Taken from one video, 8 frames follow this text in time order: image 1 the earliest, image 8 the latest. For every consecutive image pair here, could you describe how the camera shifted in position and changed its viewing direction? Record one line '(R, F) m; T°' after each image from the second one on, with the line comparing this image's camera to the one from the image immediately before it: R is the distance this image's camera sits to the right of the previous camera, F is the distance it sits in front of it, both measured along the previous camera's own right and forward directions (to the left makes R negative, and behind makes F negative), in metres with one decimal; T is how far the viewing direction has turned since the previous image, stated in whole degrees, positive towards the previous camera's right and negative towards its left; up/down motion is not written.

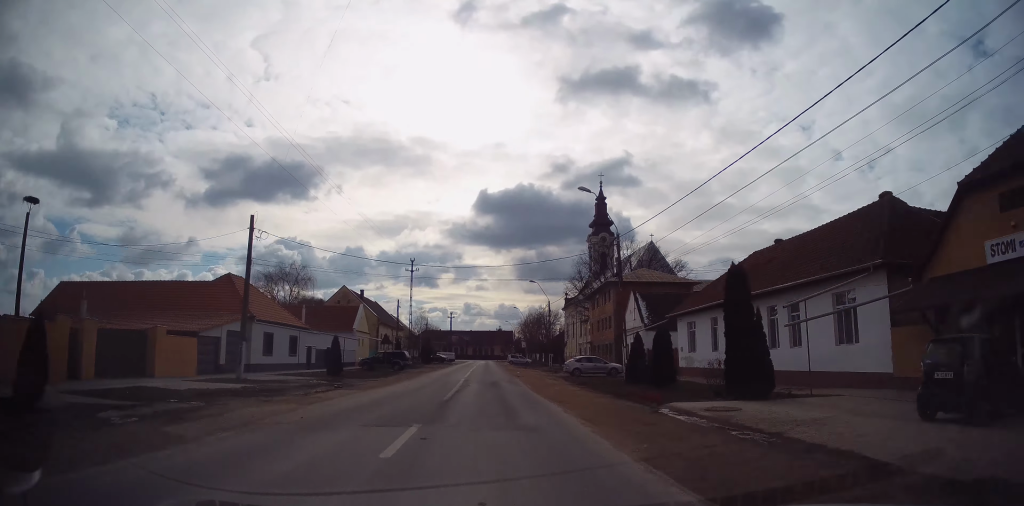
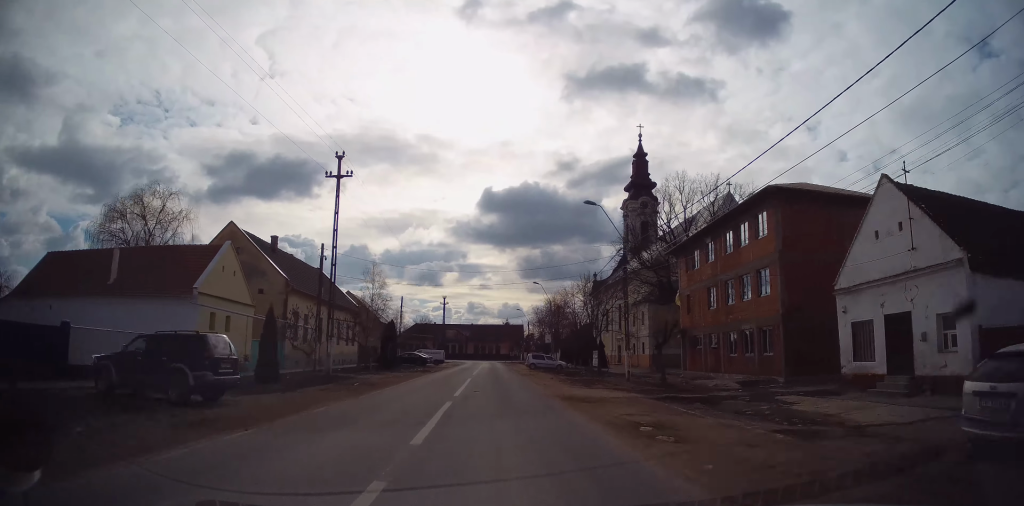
(-0.1, +35.5) m; 0°
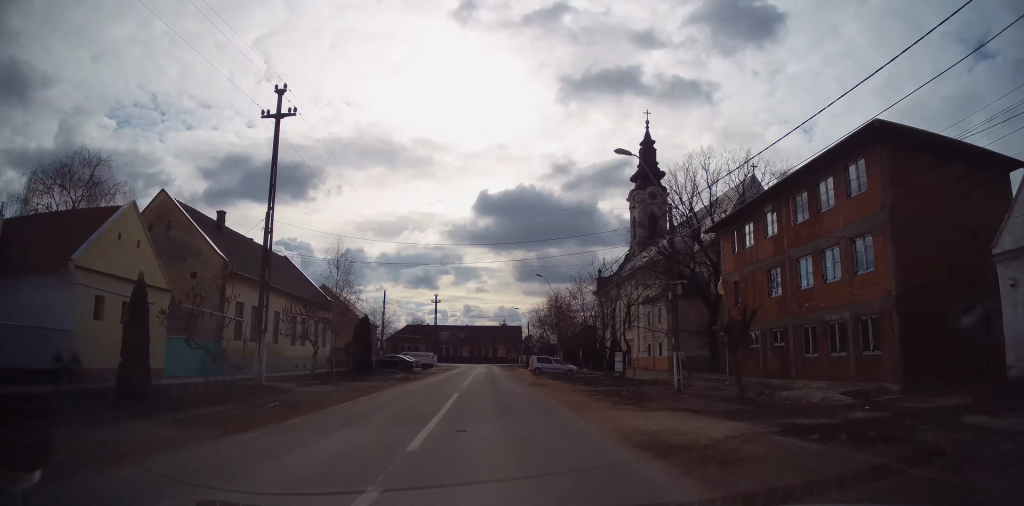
(-0.3, +8.8) m; +1°
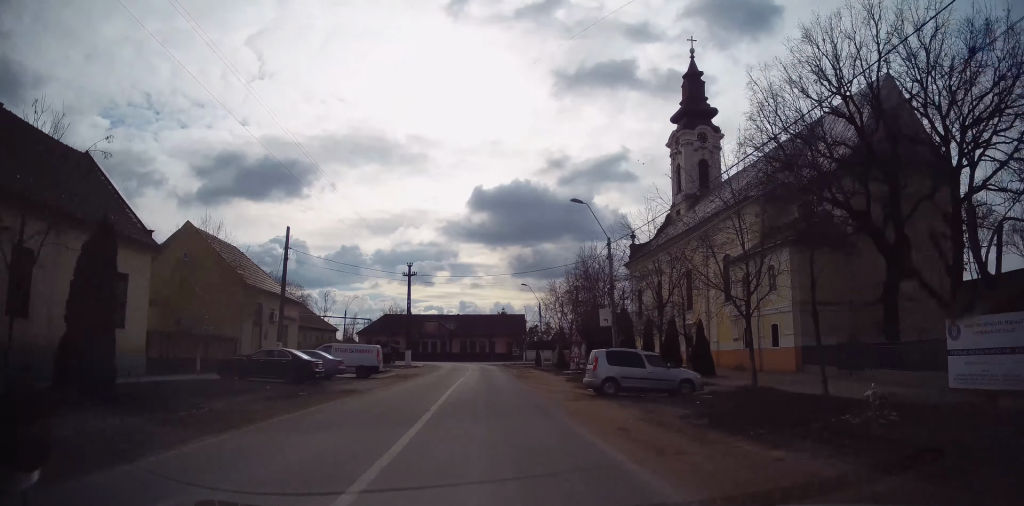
(+0.7, +27.0) m; 0°
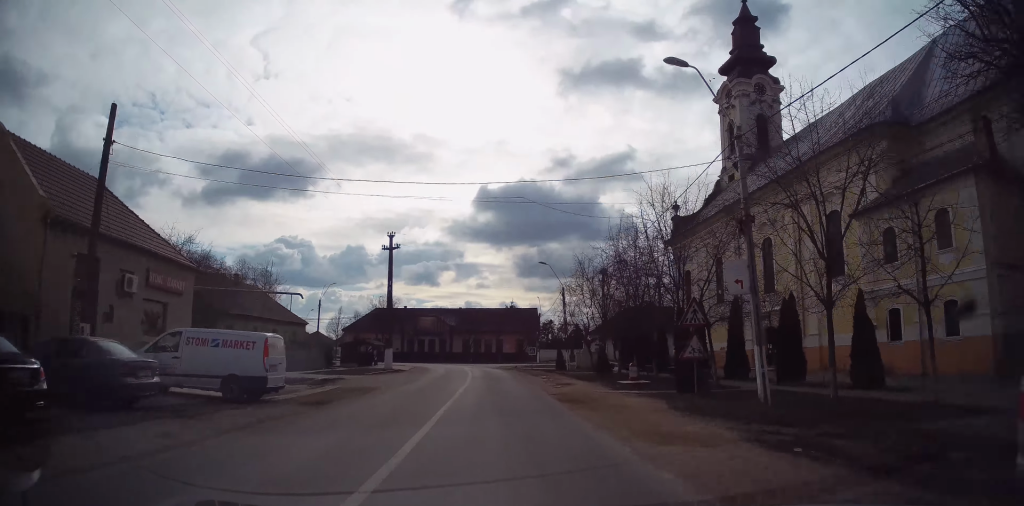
(-0.4, +16.9) m; -2°
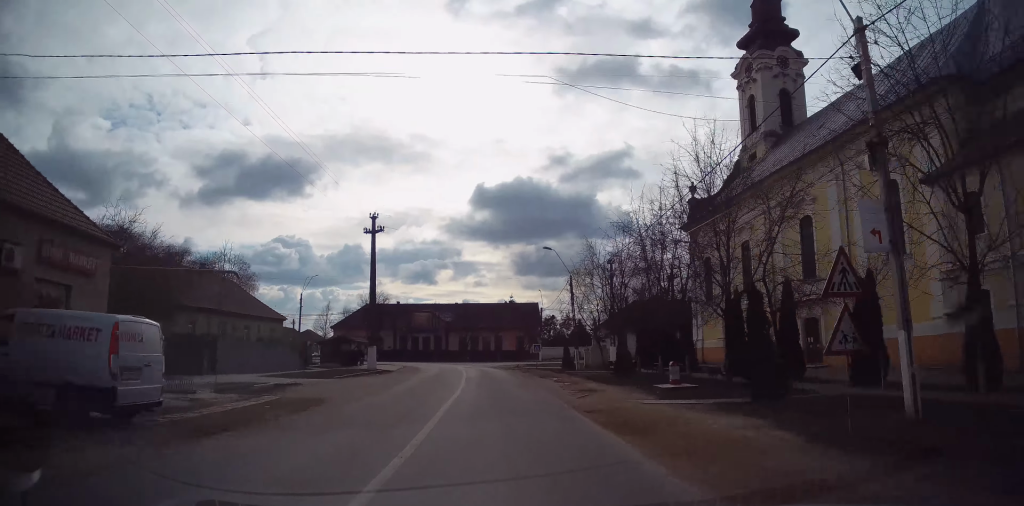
(0.0, +6.7) m; 0°
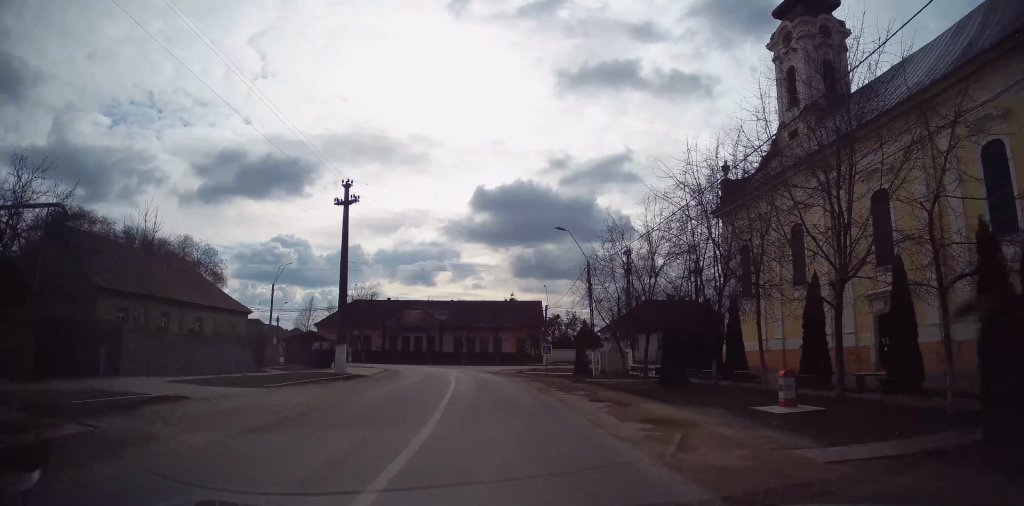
(0.0, +8.6) m; 0°
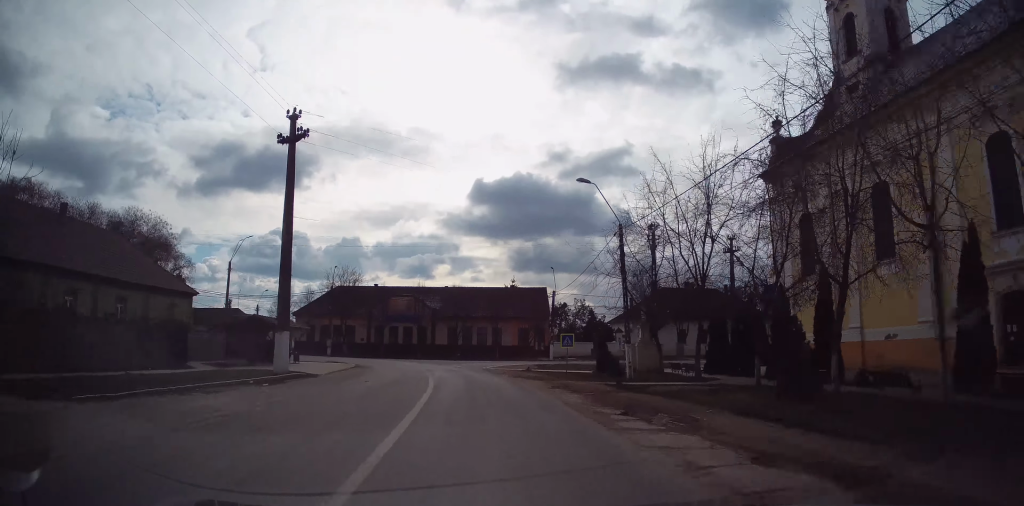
(0.0, +10.5) m; 0°
